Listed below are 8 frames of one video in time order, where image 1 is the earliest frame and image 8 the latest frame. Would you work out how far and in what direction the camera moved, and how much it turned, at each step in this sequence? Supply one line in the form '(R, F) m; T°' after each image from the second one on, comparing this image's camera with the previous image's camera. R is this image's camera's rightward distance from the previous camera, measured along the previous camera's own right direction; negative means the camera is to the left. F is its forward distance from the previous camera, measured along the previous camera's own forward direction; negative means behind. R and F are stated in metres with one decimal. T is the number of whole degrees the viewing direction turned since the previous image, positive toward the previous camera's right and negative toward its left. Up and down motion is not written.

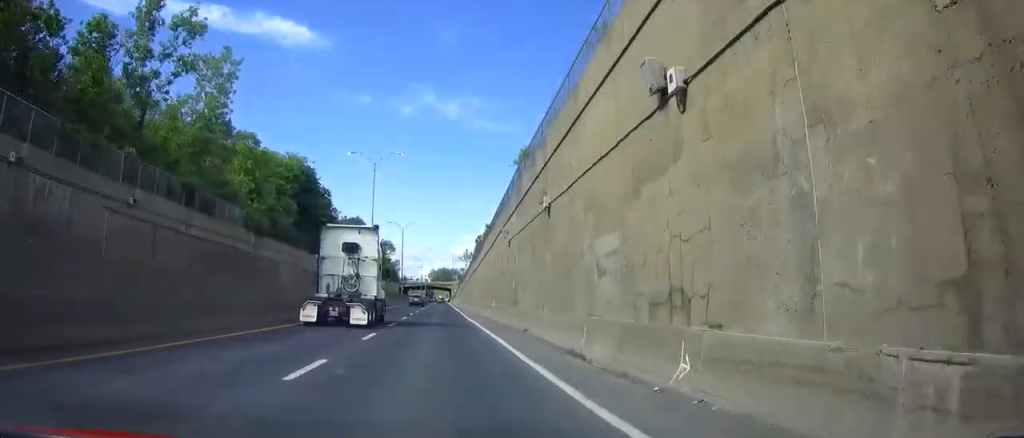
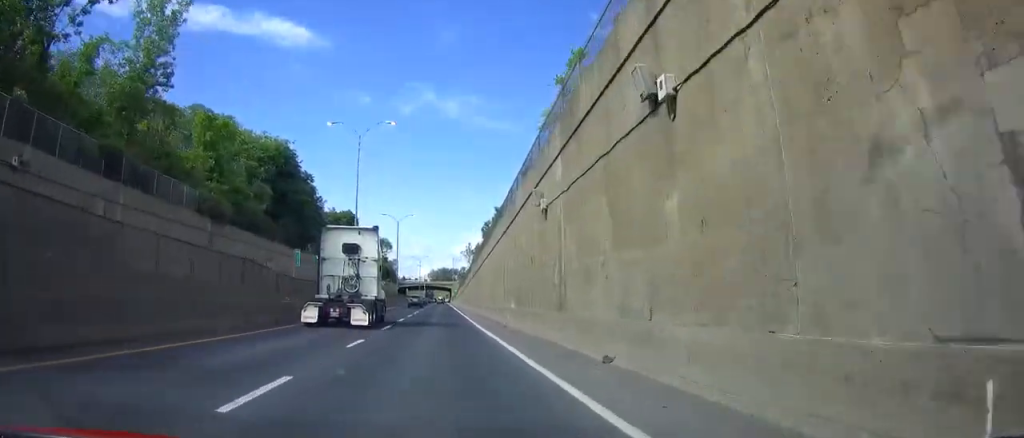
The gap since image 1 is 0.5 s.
(0.0, +11.2) m; 0°
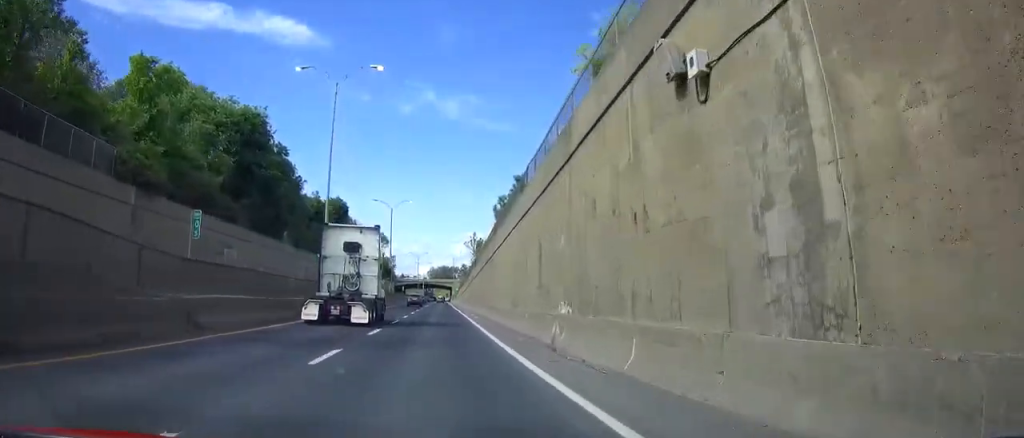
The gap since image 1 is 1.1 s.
(0.0, +12.6) m; 0°
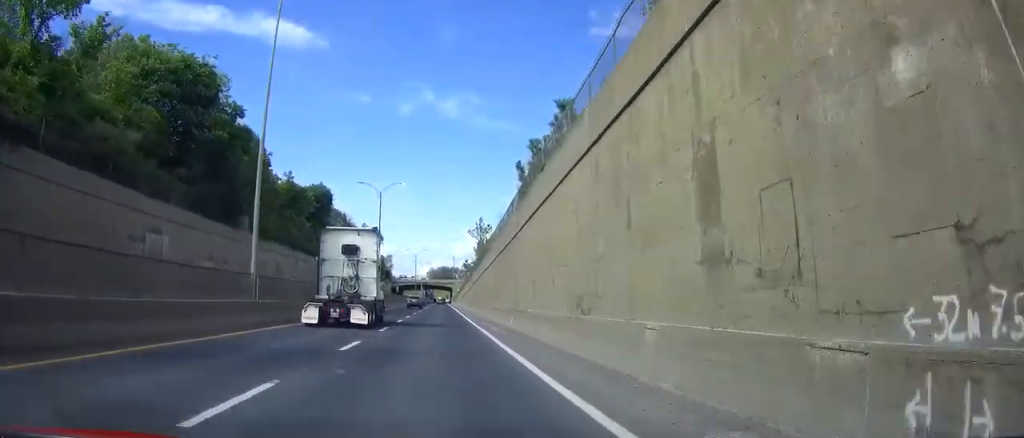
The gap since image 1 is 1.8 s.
(0.0, +14.0) m; 0°
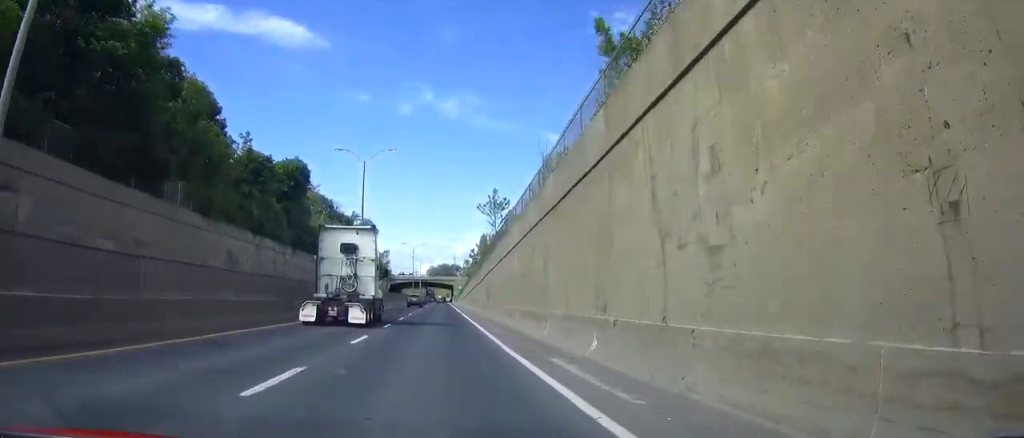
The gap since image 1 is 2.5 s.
(0.0, +15.4) m; 0°
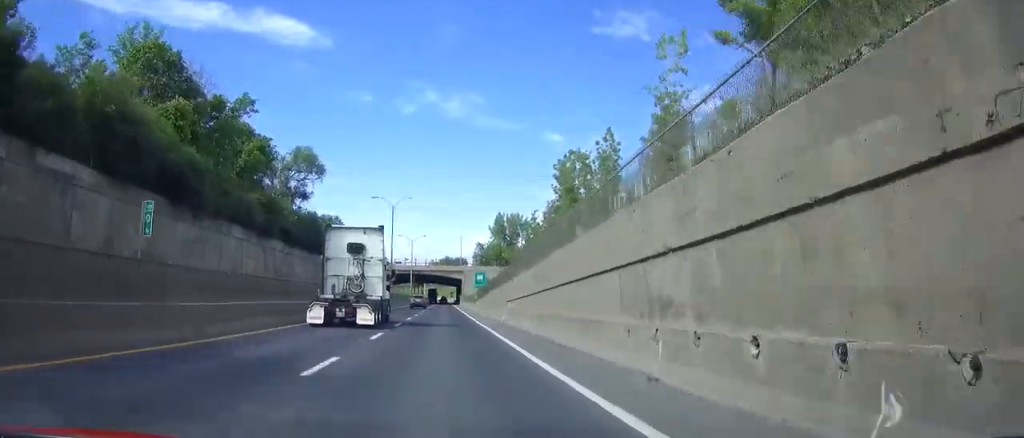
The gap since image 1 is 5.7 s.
(-0.1, +67.3) m; 0°
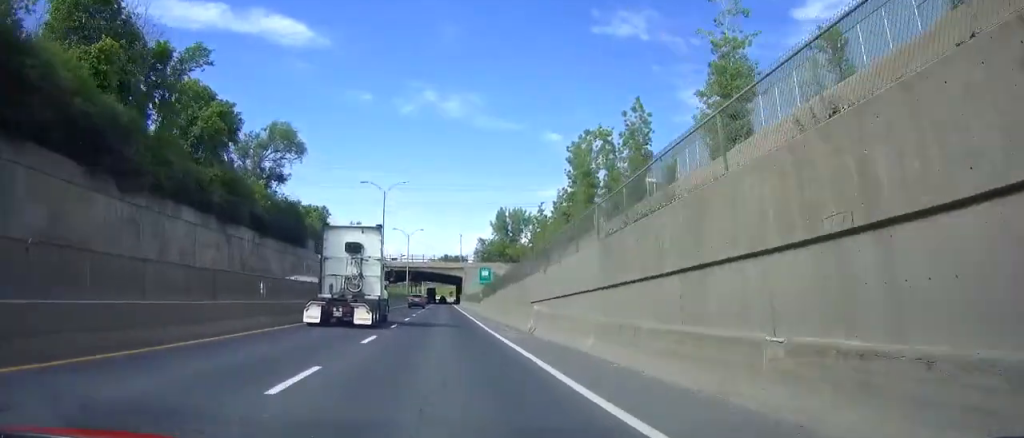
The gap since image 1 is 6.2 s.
(0.0, +10.5) m; 0°
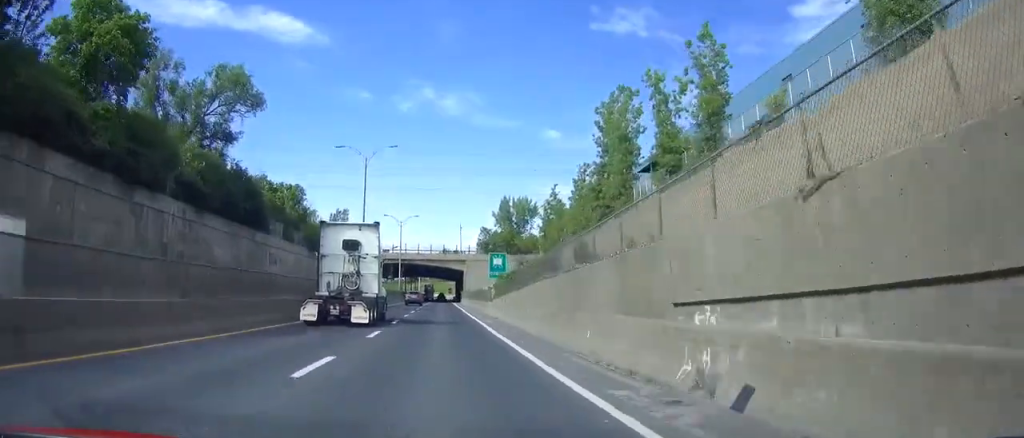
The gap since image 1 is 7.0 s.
(0.0, +16.1) m; 0°
